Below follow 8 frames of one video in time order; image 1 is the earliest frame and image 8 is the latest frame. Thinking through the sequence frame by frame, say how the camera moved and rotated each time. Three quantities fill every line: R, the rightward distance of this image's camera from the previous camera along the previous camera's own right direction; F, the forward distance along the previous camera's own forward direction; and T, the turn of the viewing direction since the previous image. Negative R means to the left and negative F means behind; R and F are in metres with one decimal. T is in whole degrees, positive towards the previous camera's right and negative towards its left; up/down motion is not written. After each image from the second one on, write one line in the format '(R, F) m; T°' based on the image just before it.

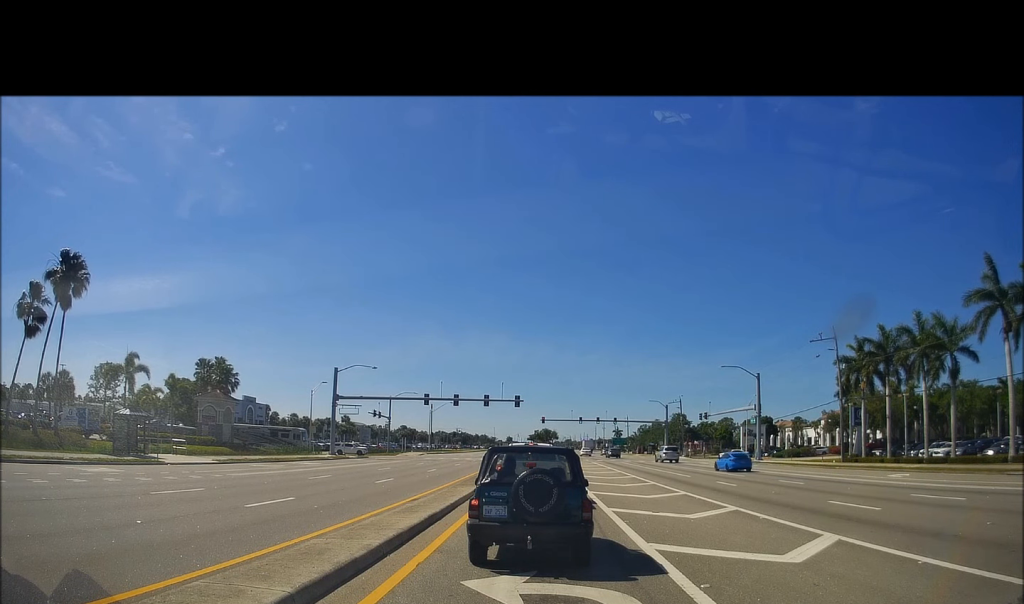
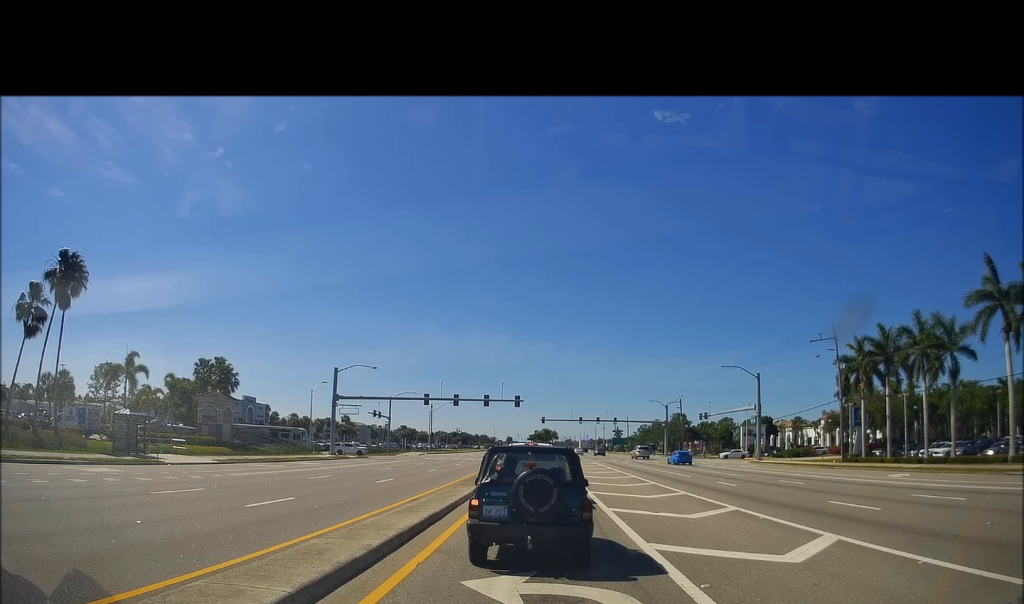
(0.0, 0.0) m; 0°
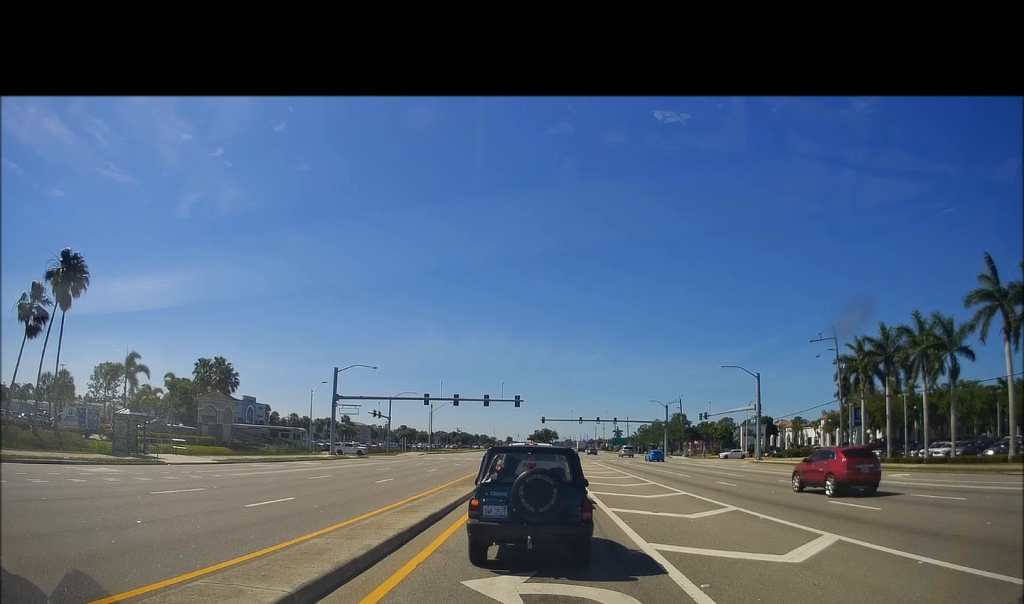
(0.0, 0.0) m; 0°
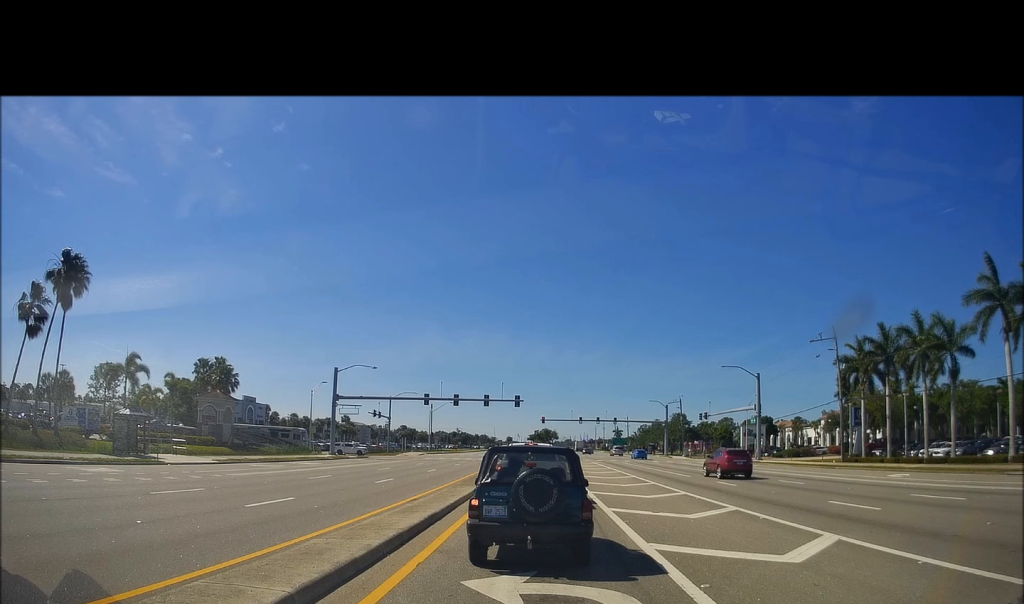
(0.0, 0.0) m; 0°
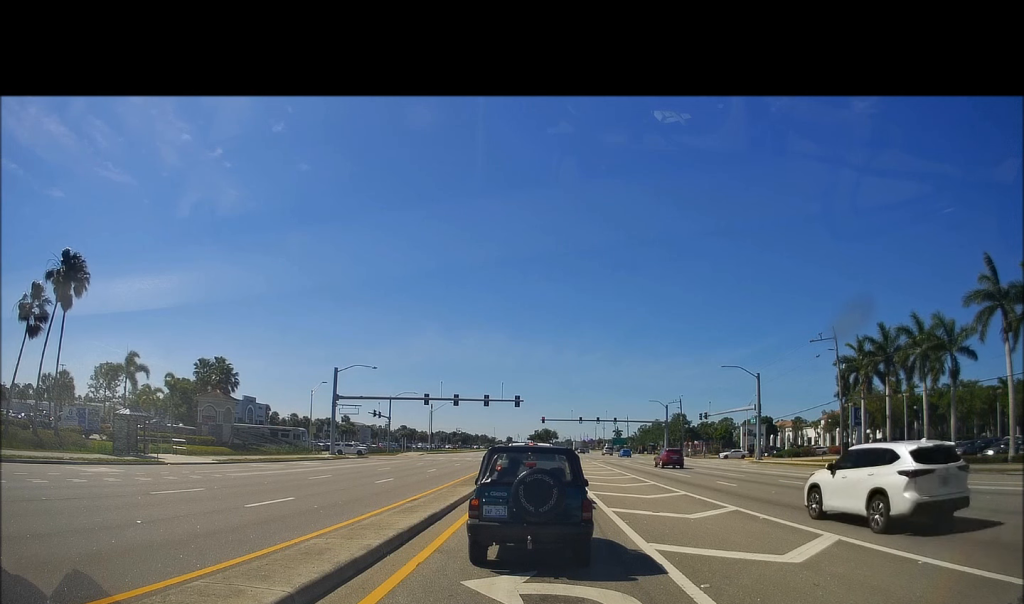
(0.0, 0.0) m; 0°
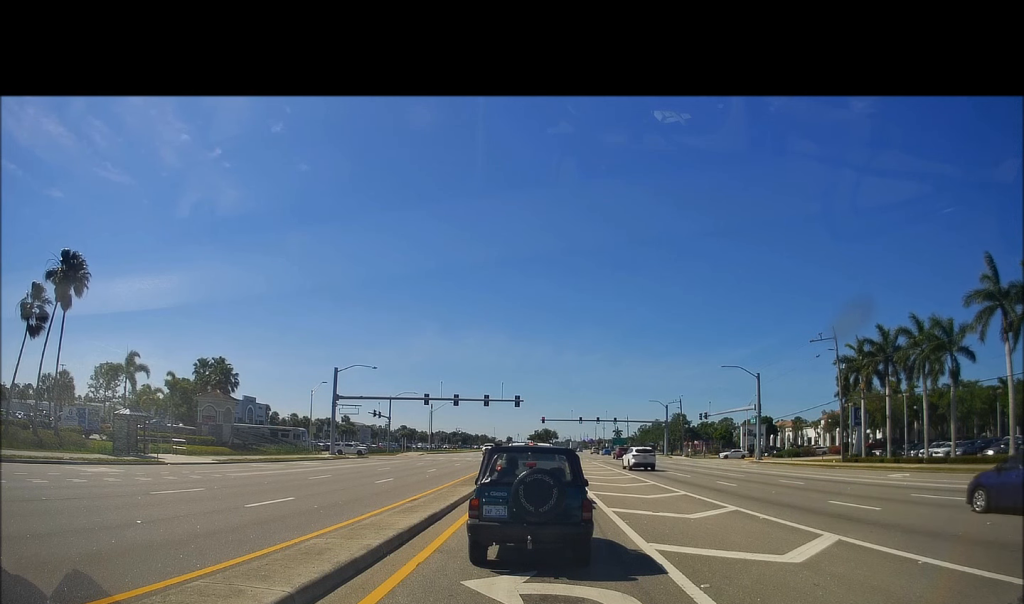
(0.0, 0.0) m; 0°
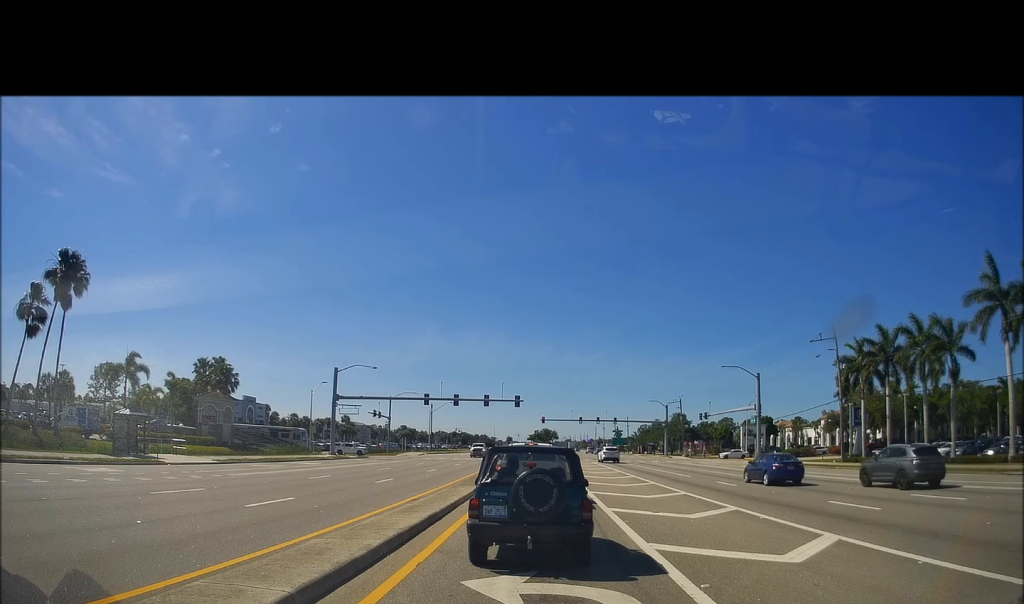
(0.0, +0.3) m; 0°
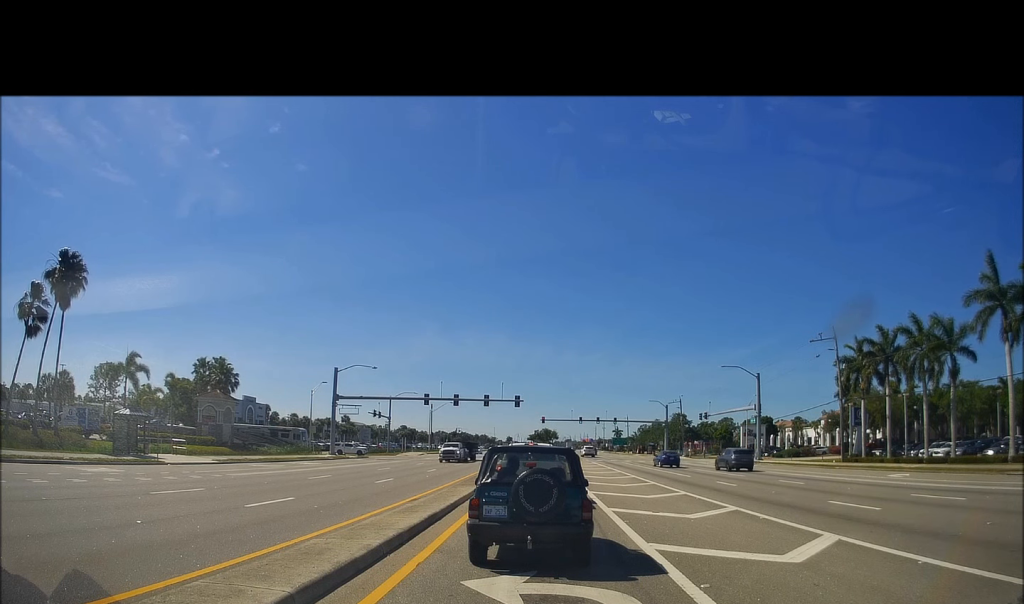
(0.0, +0.5) m; 0°
